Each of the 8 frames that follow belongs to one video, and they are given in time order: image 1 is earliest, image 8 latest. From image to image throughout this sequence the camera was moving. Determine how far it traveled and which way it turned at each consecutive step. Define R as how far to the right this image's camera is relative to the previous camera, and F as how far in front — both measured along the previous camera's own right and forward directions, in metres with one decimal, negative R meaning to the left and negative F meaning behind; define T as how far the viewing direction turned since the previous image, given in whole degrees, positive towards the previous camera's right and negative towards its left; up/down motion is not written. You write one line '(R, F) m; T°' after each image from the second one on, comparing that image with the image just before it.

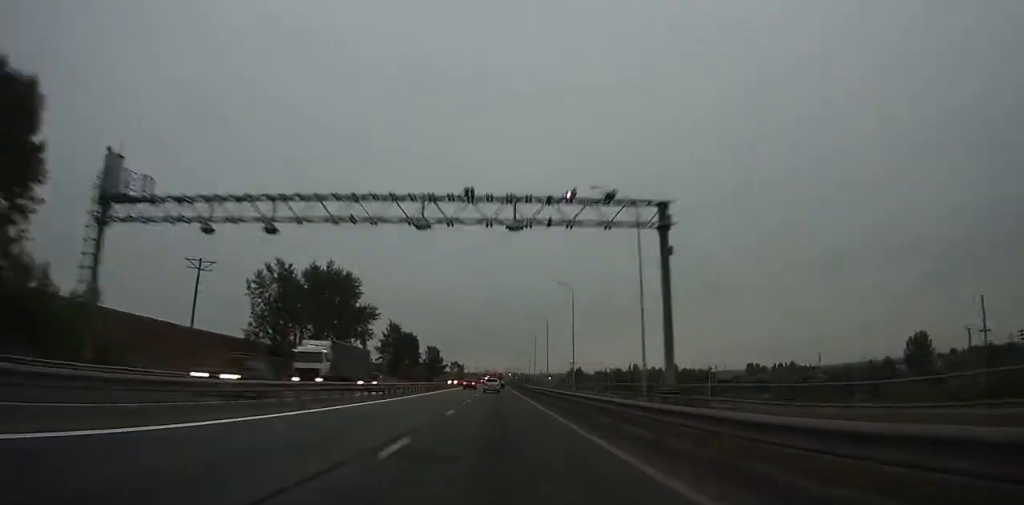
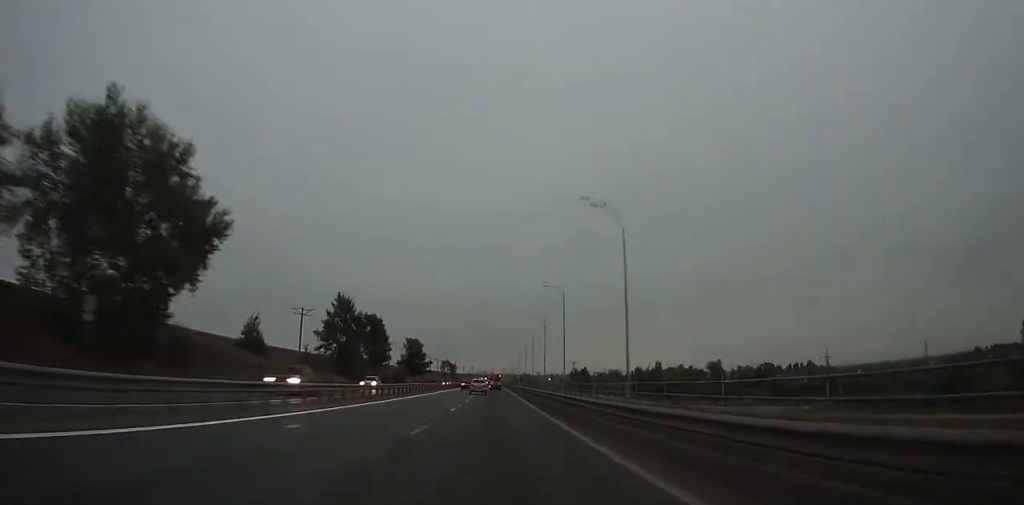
(0.0, +57.9) m; 0°
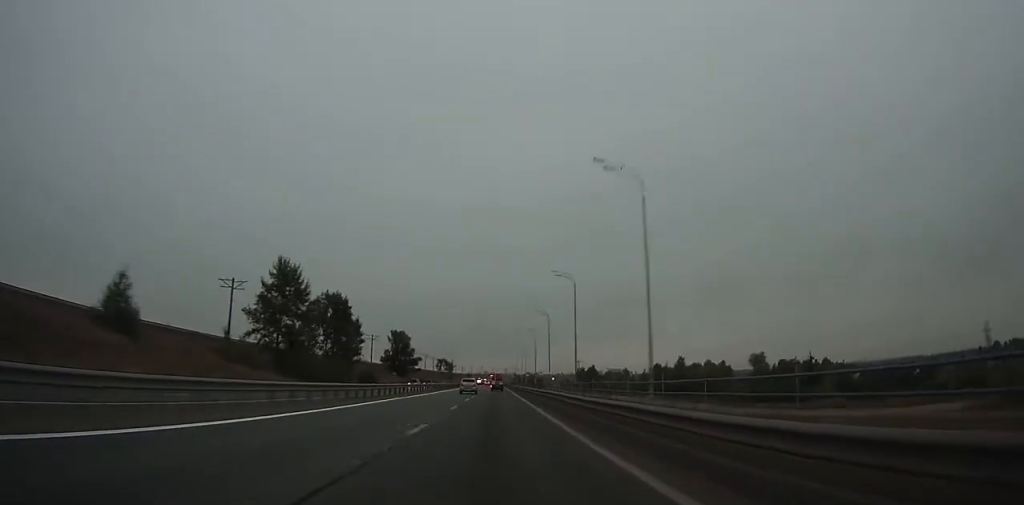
(+0.1, +35.4) m; 0°
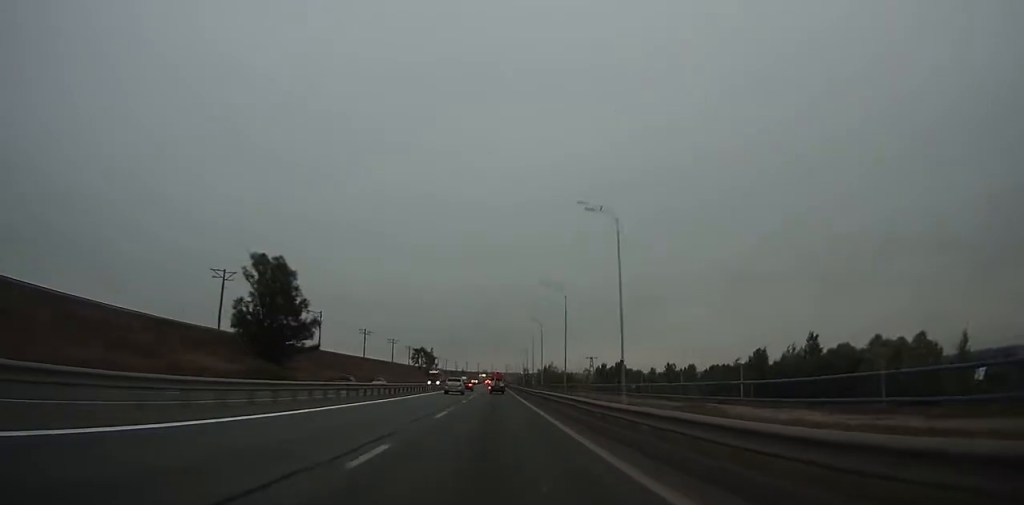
(-0.1, +113.0) m; 0°
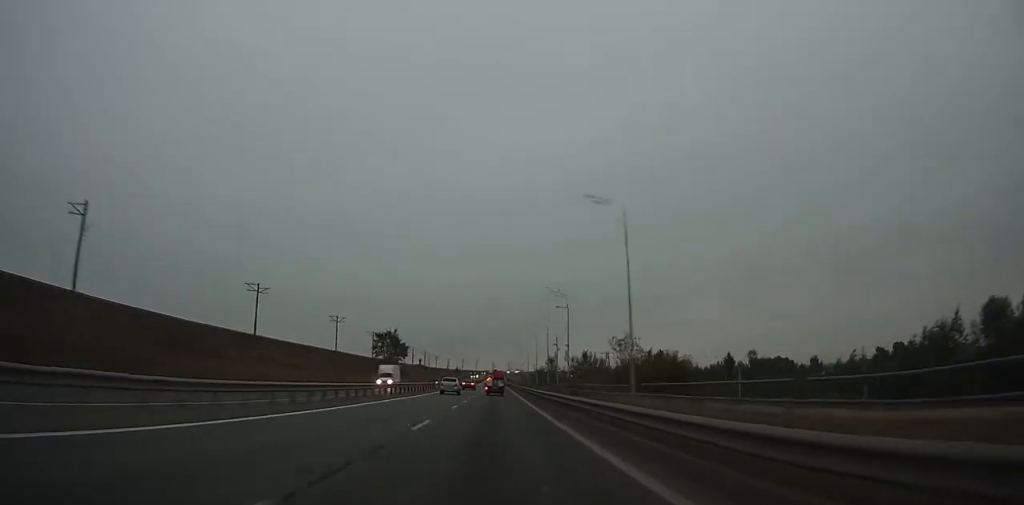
(-0.1, +90.6) m; 0°
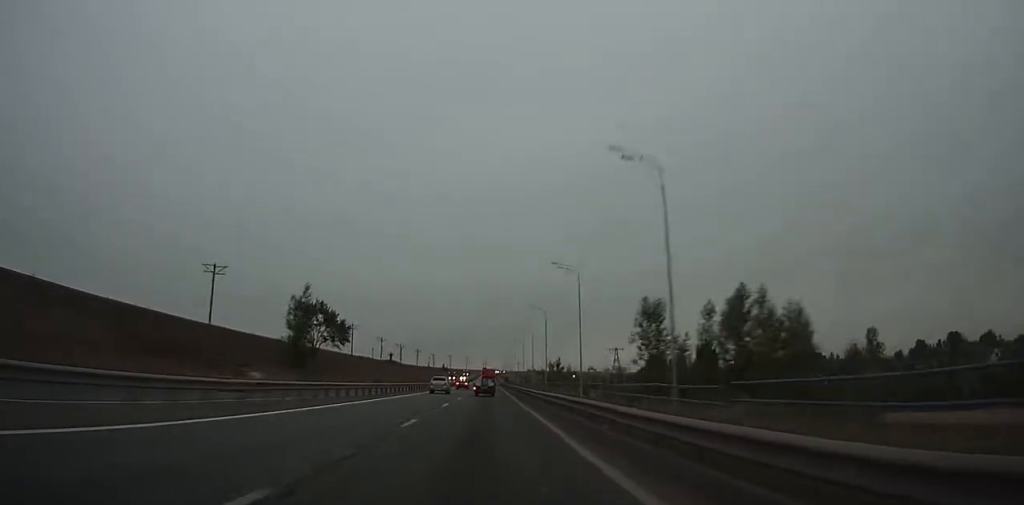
(-0.1, +70.3) m; 0°
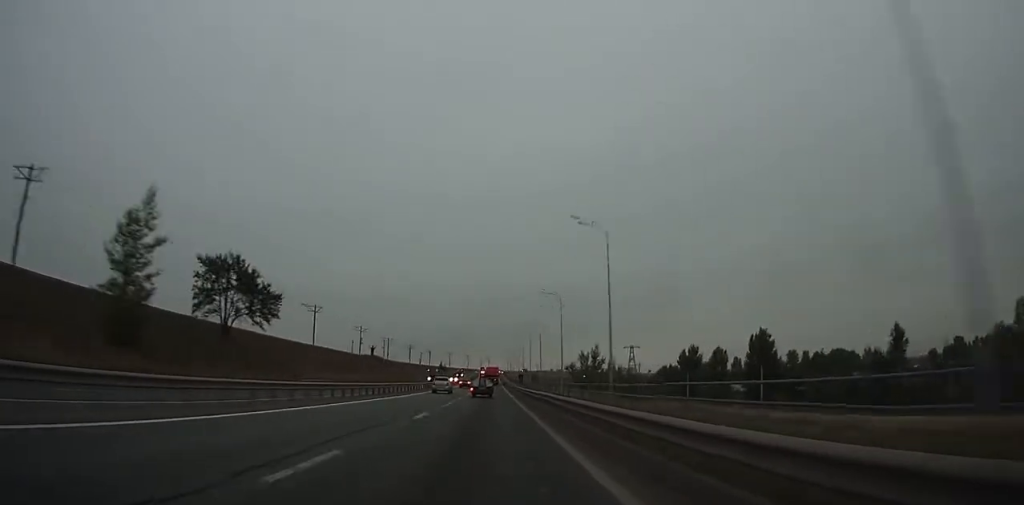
(0.0, +43.3) m; 0°
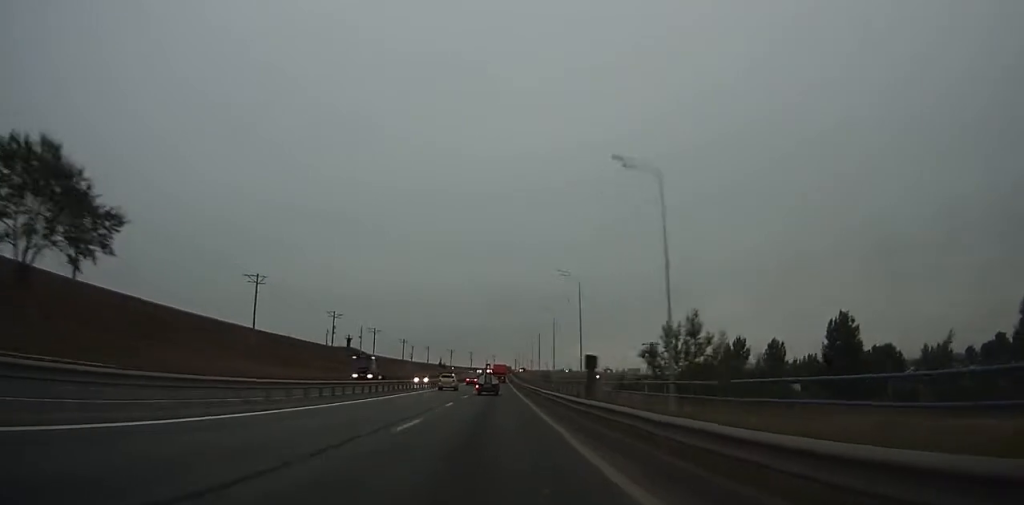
(-0.2, +38.6) m; 0°
